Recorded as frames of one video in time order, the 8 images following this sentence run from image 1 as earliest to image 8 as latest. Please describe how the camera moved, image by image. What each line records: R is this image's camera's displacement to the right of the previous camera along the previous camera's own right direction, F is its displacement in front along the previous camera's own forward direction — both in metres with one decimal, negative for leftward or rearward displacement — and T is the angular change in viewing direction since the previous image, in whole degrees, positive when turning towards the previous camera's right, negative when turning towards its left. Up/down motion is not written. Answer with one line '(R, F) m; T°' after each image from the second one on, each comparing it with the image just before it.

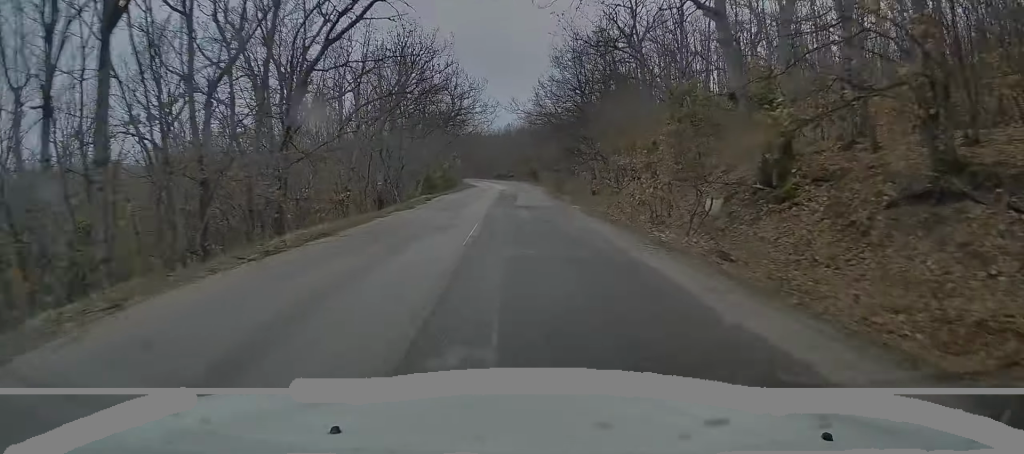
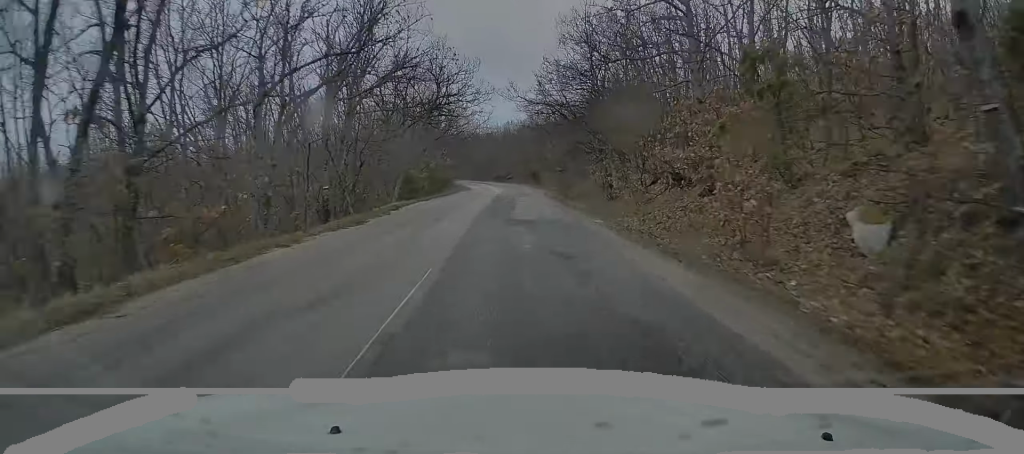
(-0.1, +8.1) m; -1°
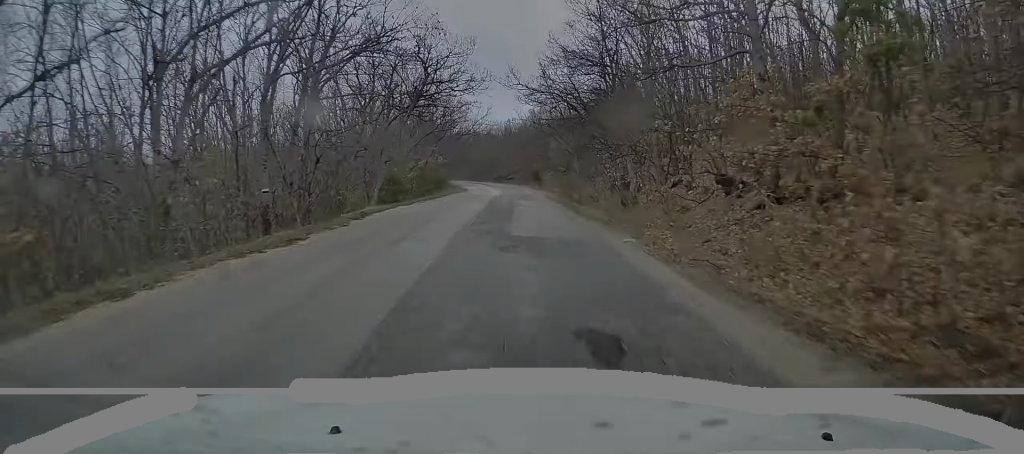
(0.0, +5.3) m; 0°
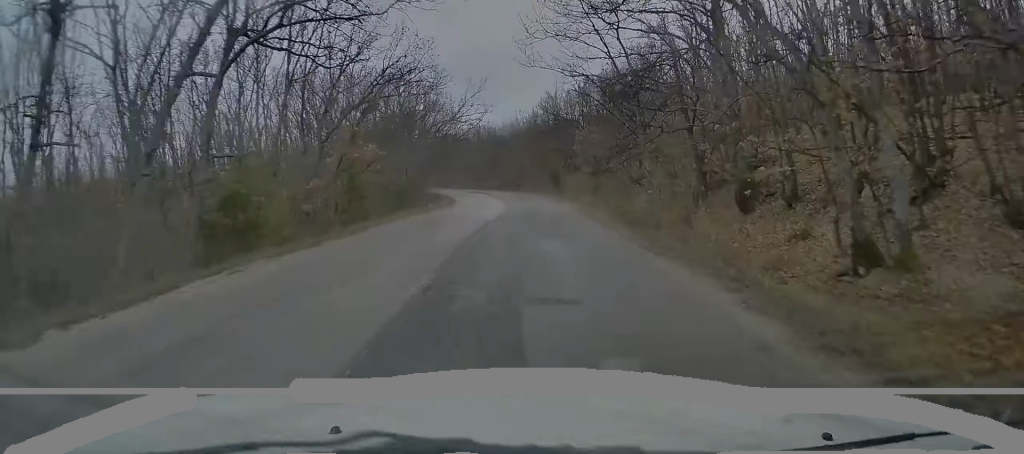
(+0.2, +21.3) m; +1°
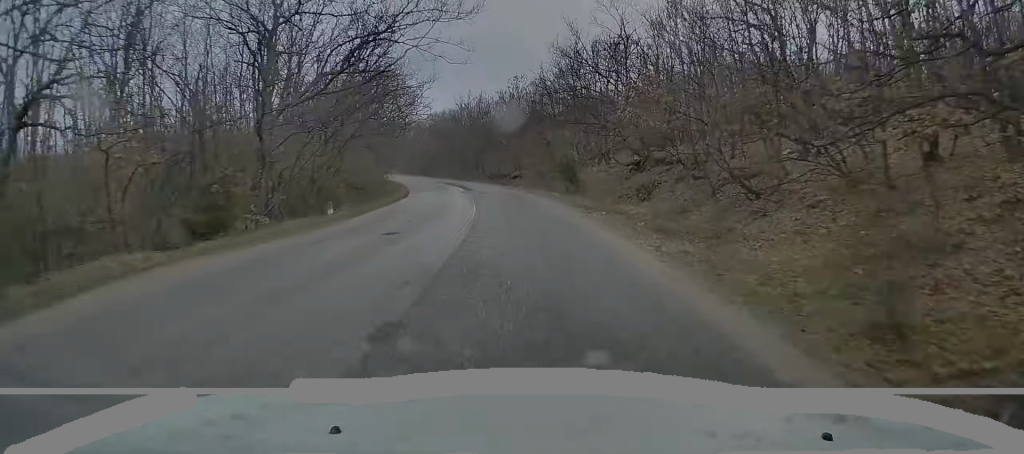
(+0.6, +23.0) m; +1°
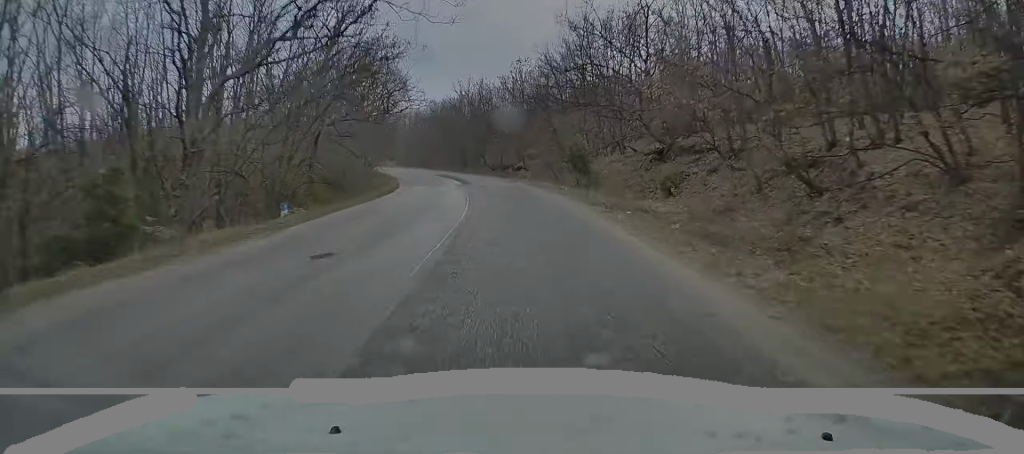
(-0.1, +4.8) m; -1°
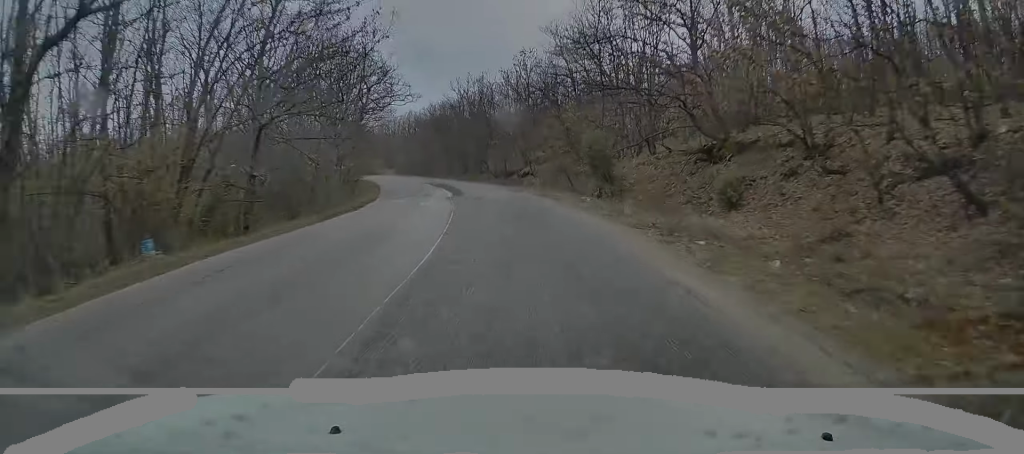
(-0.1, +6.9) m; -2°
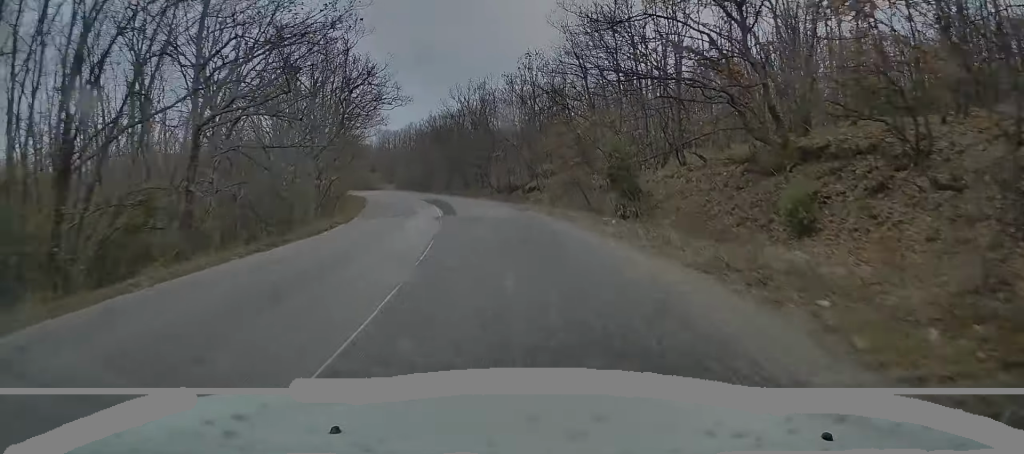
(-0.1, +5.0) m; -1°
